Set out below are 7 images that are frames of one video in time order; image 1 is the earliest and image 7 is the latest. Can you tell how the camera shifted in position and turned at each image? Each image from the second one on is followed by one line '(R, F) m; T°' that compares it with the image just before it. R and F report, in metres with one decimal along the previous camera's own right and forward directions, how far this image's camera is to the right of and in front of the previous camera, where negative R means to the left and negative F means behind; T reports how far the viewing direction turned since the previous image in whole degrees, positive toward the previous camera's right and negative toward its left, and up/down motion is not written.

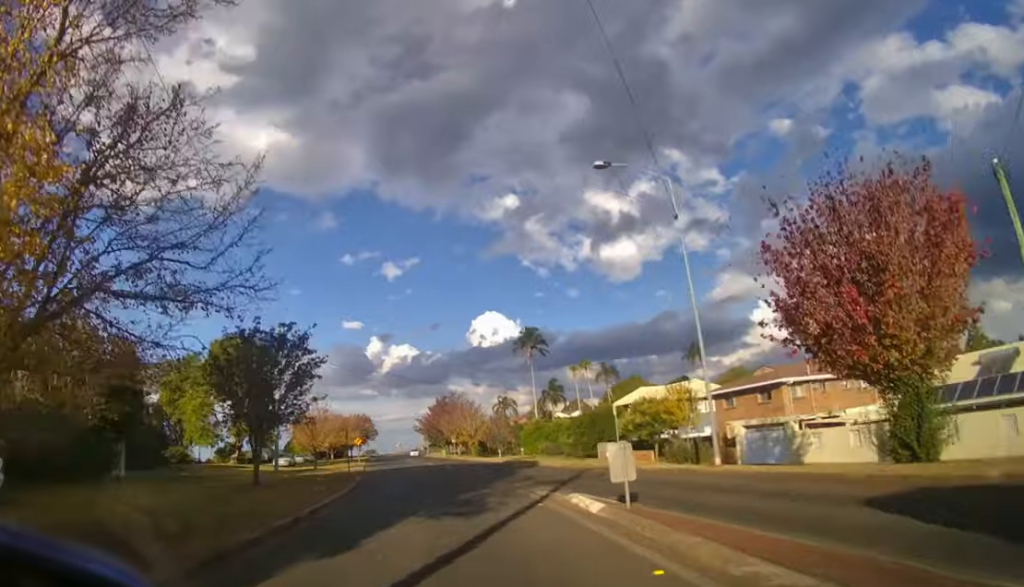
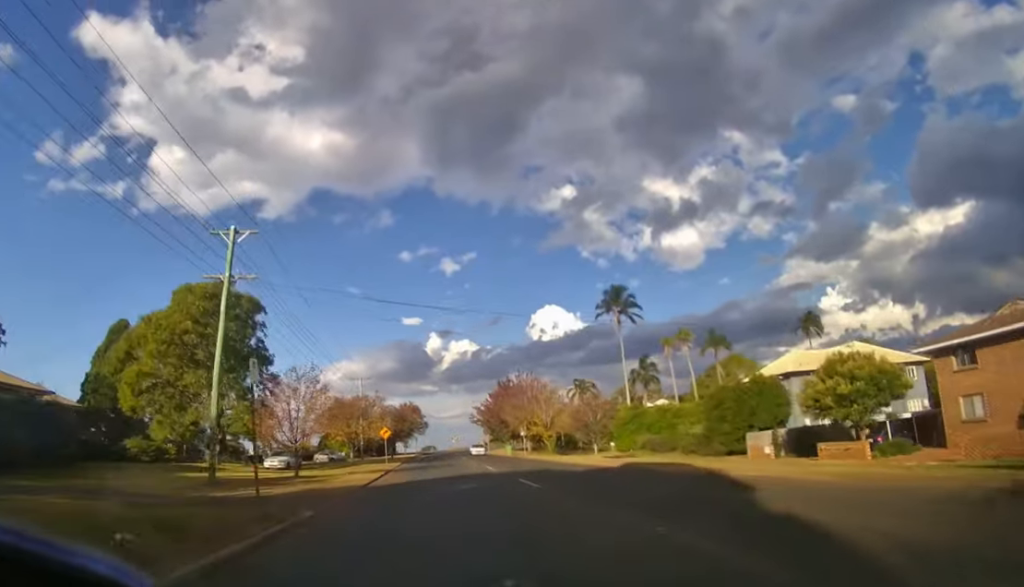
(-0.8, +17.7) m; -5°
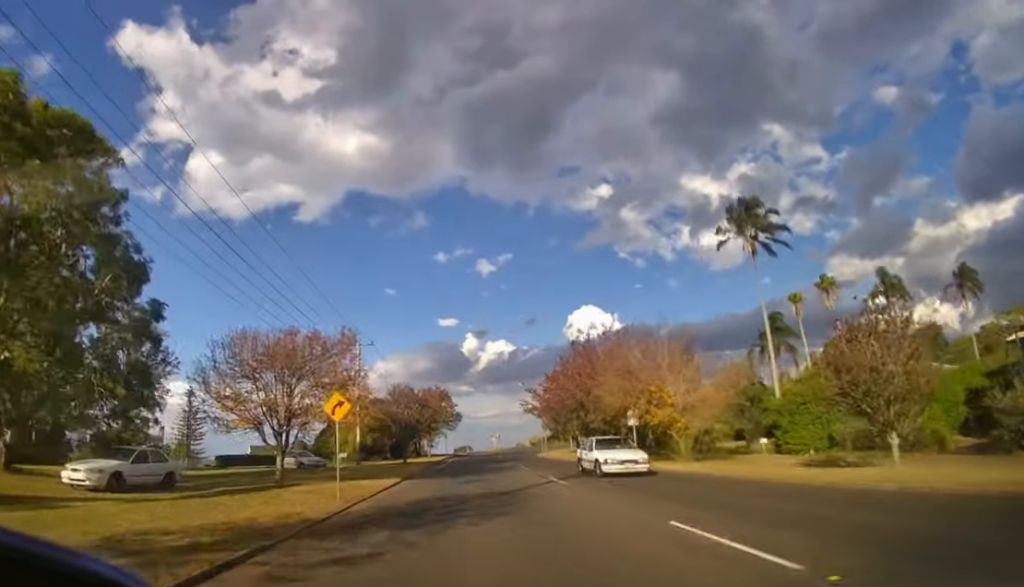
(-0.7, +20.9) m; -4°
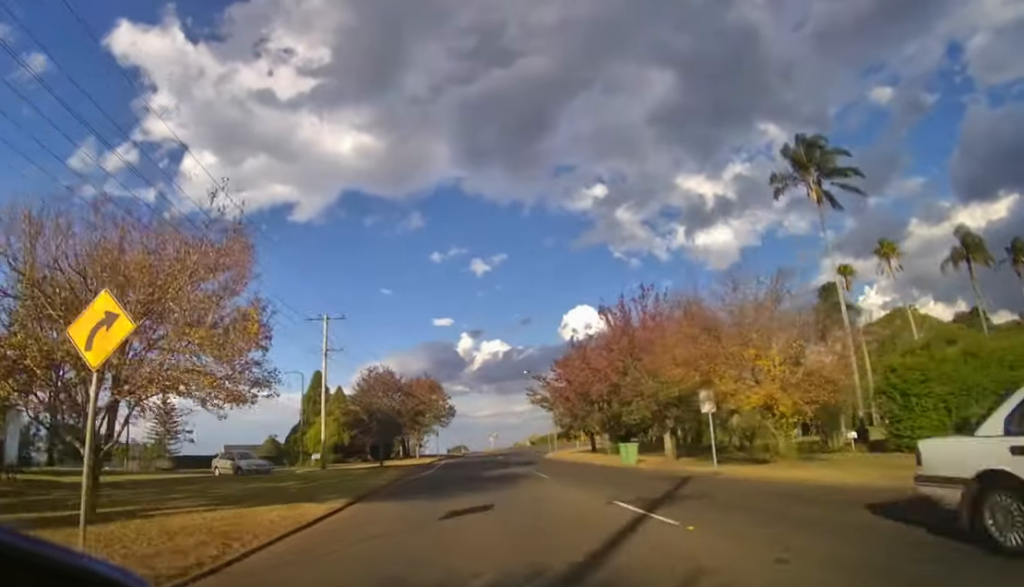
(-0.1, +8.1) m; -1°
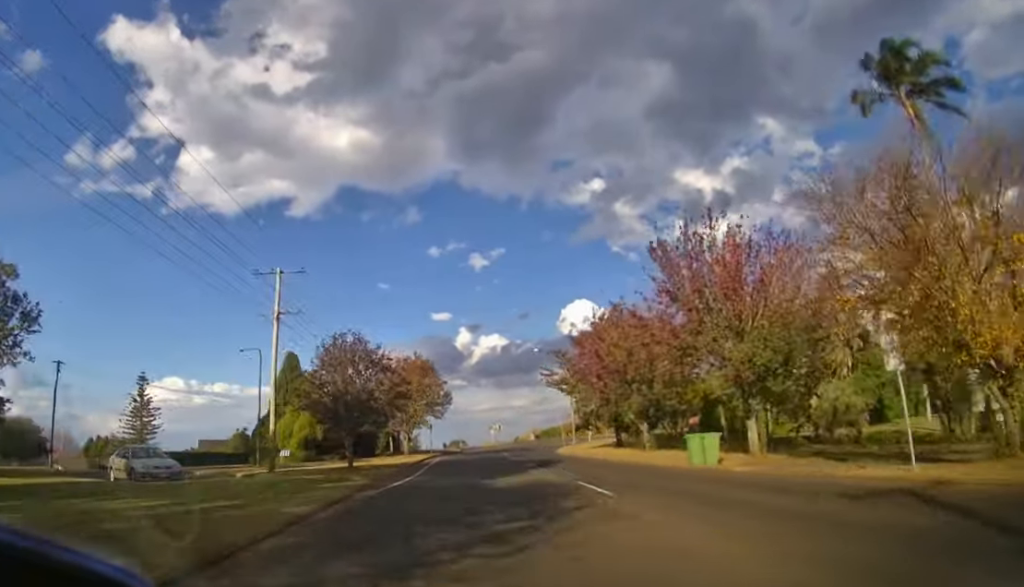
(0.0, +8.1) m; 0°
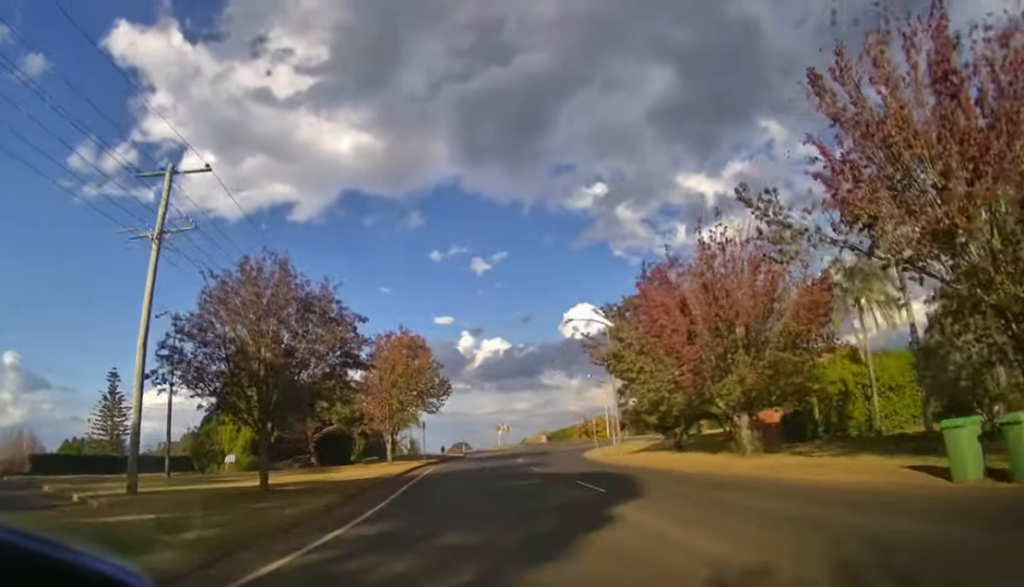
(-0.1, +10.7) m; 0°
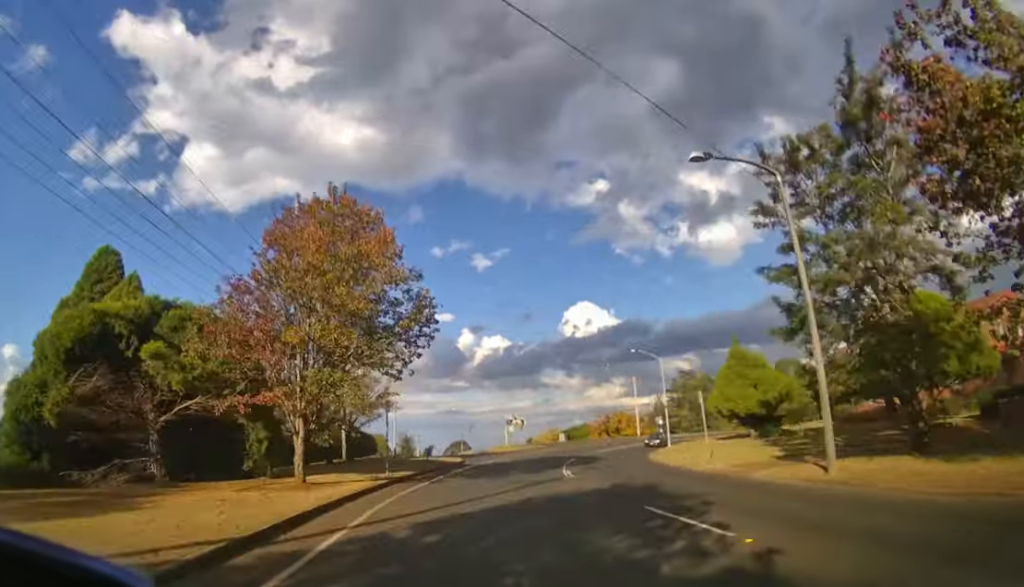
(0.0, +17.5) m; +1°
